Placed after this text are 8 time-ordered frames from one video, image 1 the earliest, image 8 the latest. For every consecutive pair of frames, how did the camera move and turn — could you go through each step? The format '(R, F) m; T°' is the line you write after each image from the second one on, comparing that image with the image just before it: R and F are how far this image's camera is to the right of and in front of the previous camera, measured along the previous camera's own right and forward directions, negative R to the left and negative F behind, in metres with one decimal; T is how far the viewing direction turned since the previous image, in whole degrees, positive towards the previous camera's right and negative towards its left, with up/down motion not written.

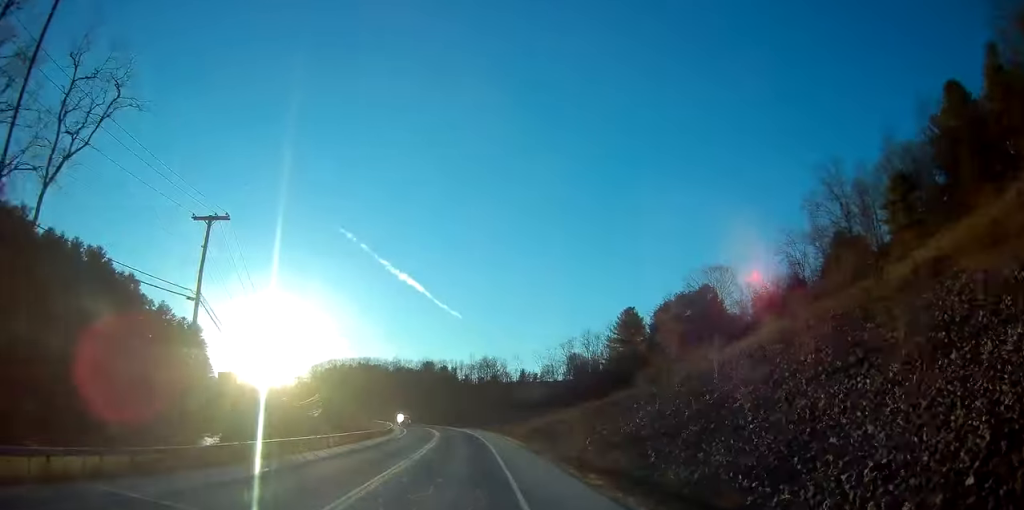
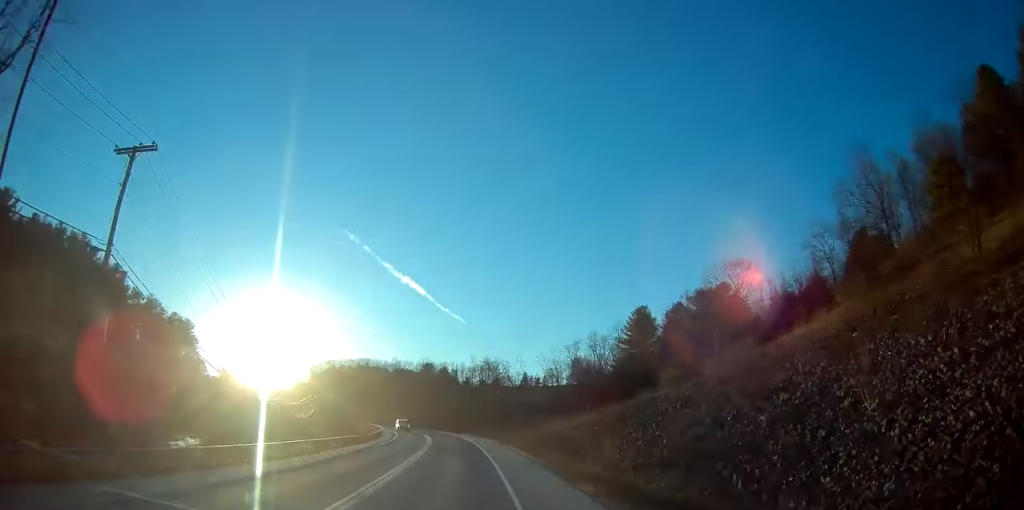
(0.0, +9.0) m; +1°
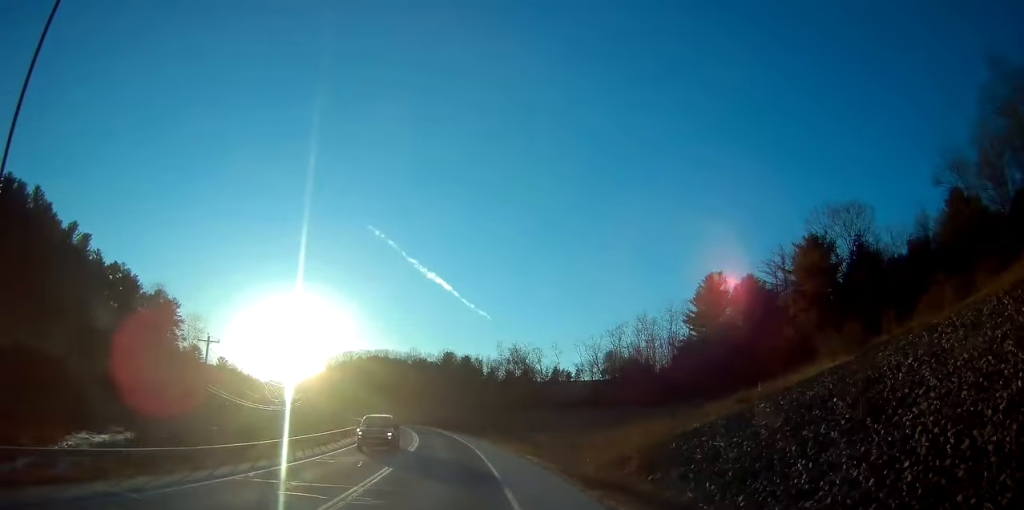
(+0.1, +29.8) m; -2°
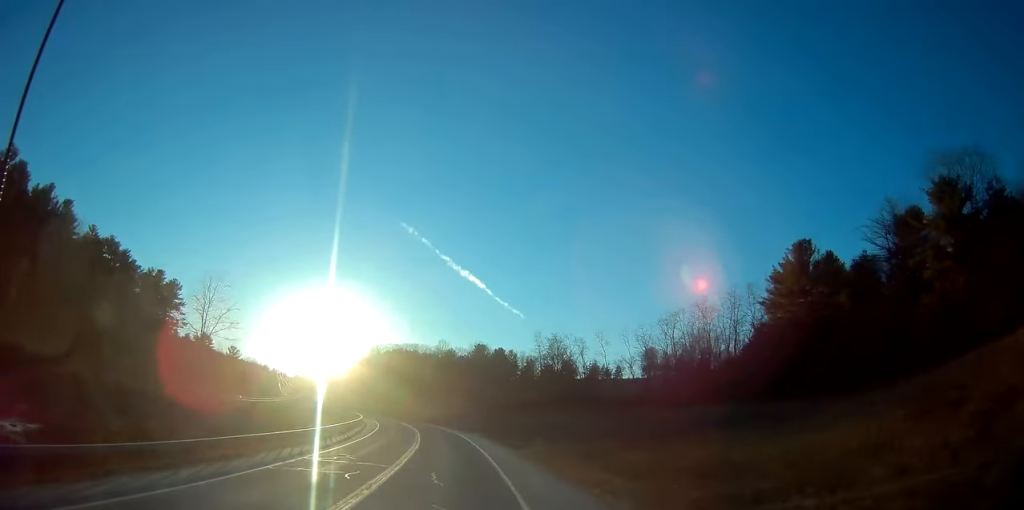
(-0.6, +20.8) m; -3°
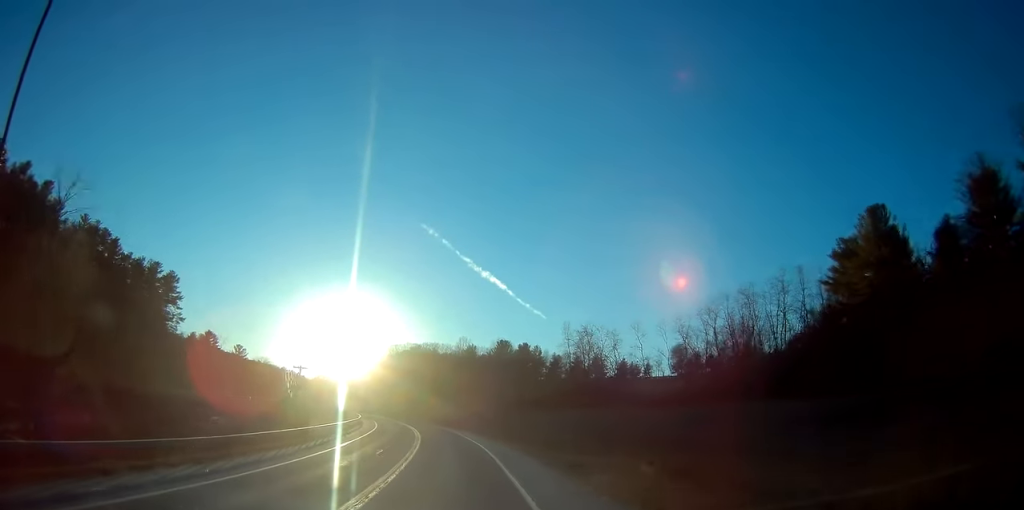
(-0.2, +14.5) m; -2°
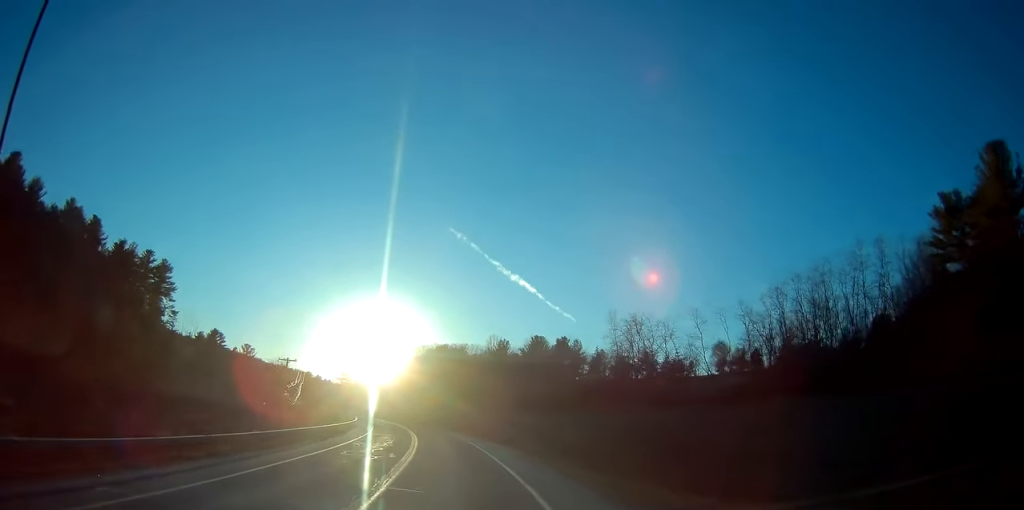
(-0.5, +20.1) m; -3°
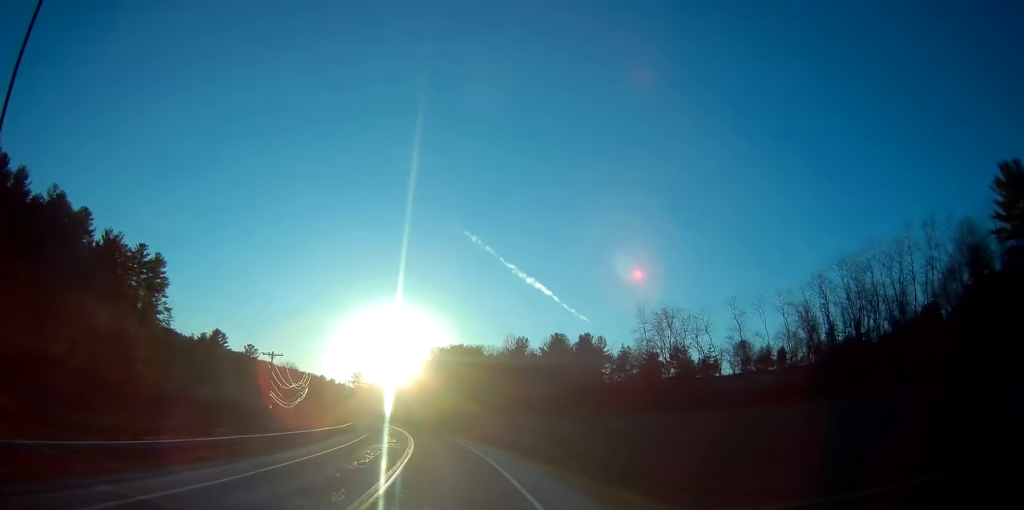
(-0.1, +11.1) m; -2°
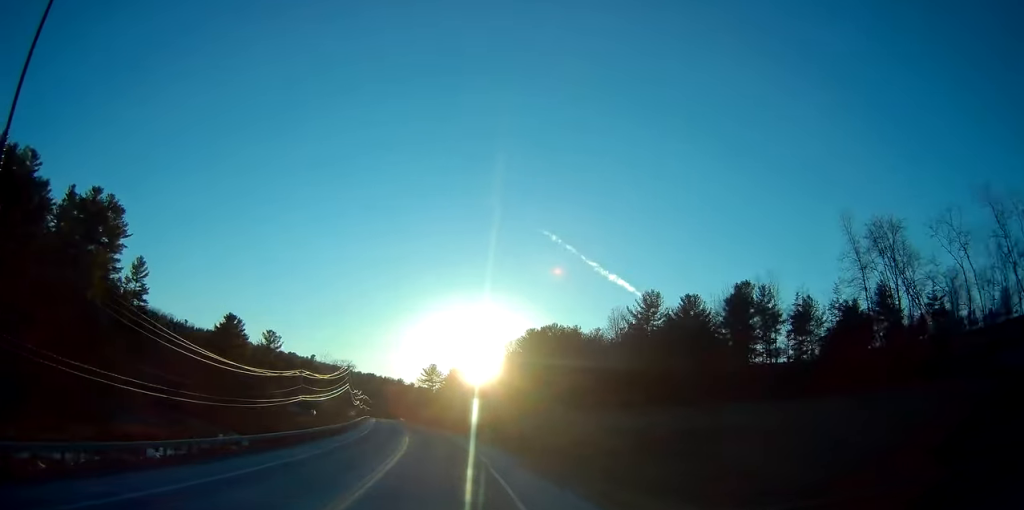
(-3.5, +50.1) m; -8°
